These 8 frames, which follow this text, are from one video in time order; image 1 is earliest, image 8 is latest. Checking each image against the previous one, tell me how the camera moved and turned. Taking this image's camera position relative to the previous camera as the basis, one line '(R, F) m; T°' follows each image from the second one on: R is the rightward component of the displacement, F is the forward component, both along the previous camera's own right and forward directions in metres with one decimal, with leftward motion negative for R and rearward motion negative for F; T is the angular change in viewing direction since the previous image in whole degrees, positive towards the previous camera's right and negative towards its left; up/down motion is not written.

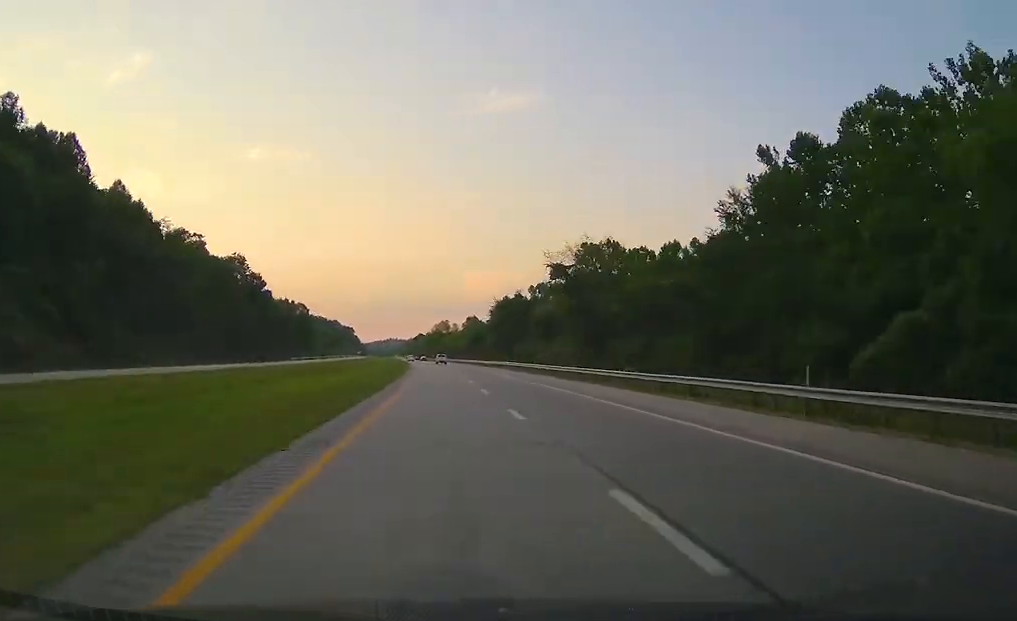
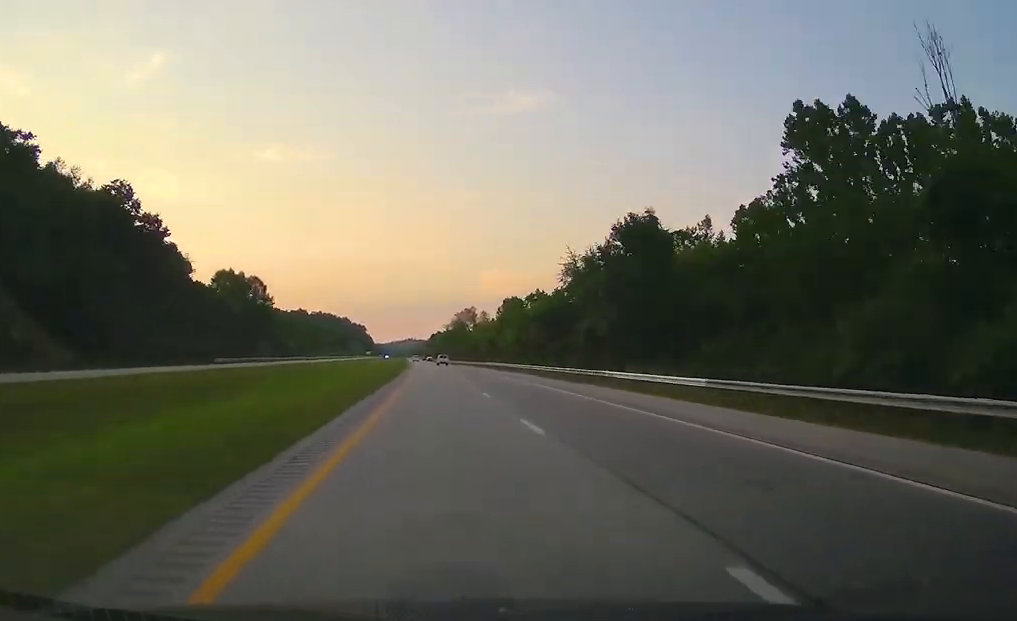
(-1.3, +75.6) m; -1°
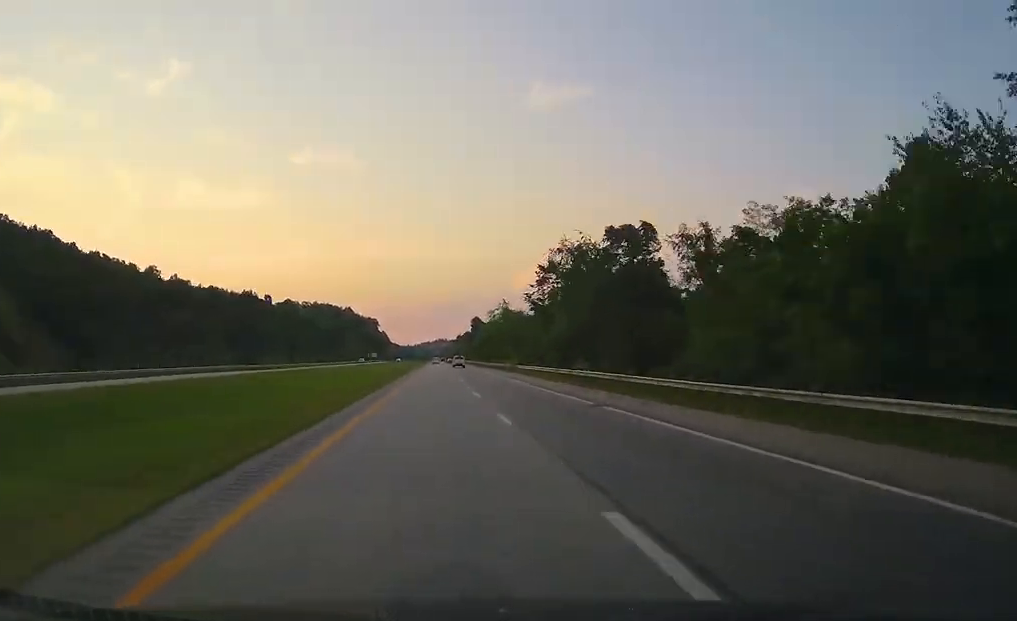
(-4.5, +202.7) m; -2°
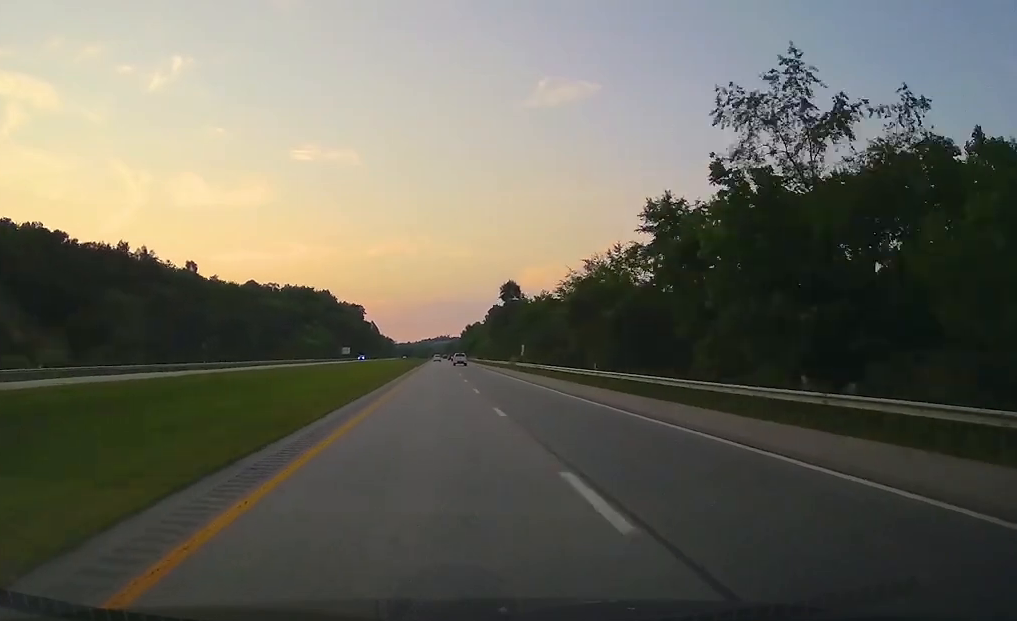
(+0.1, +117.8) m; 0°
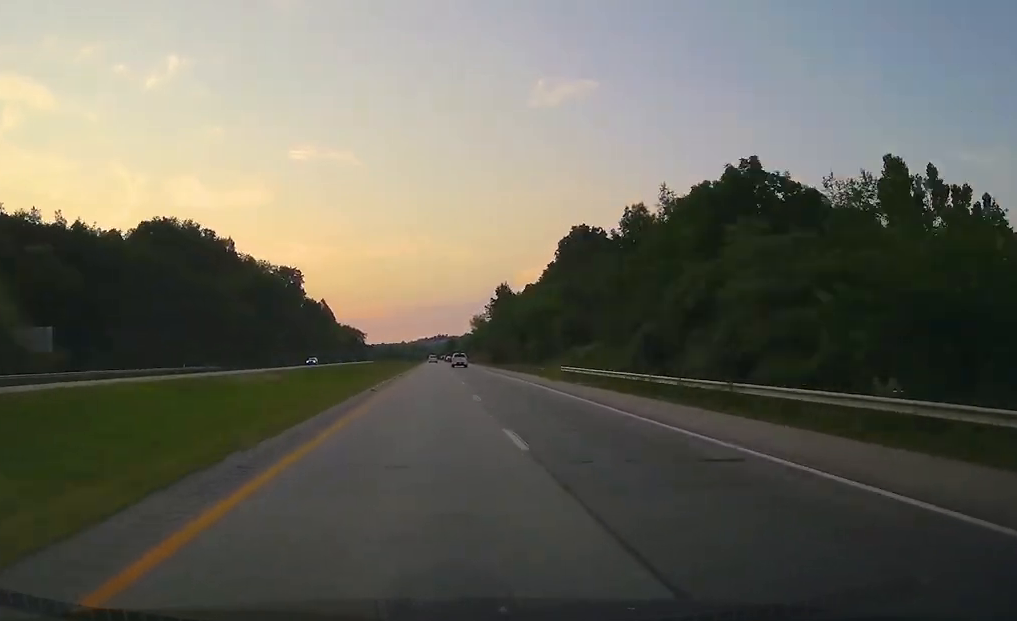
(-0.2, +194.4) m; 0°
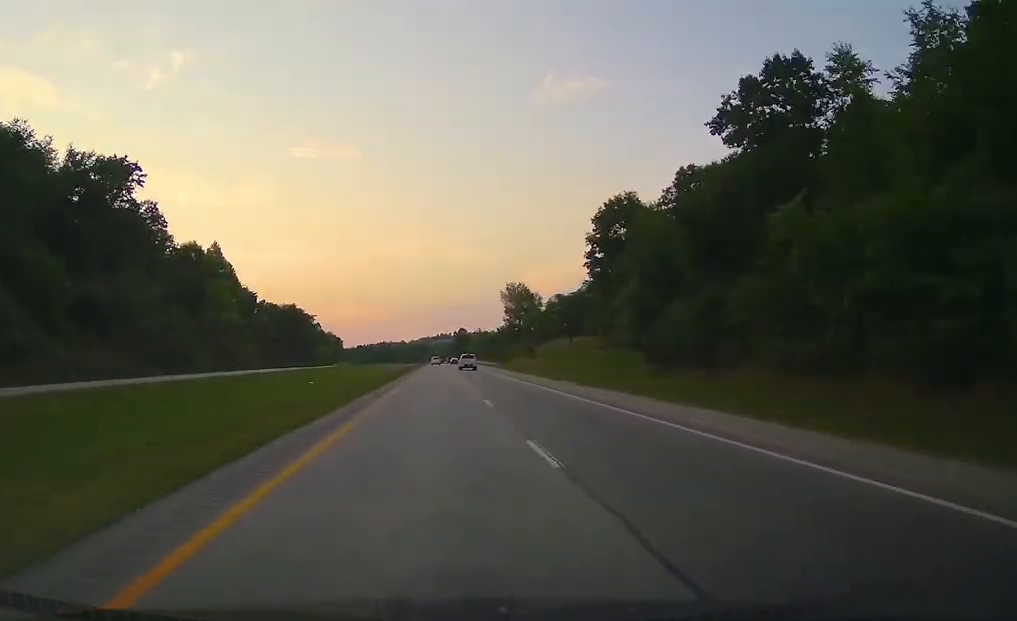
(+0.2, +139.6) m; 0°
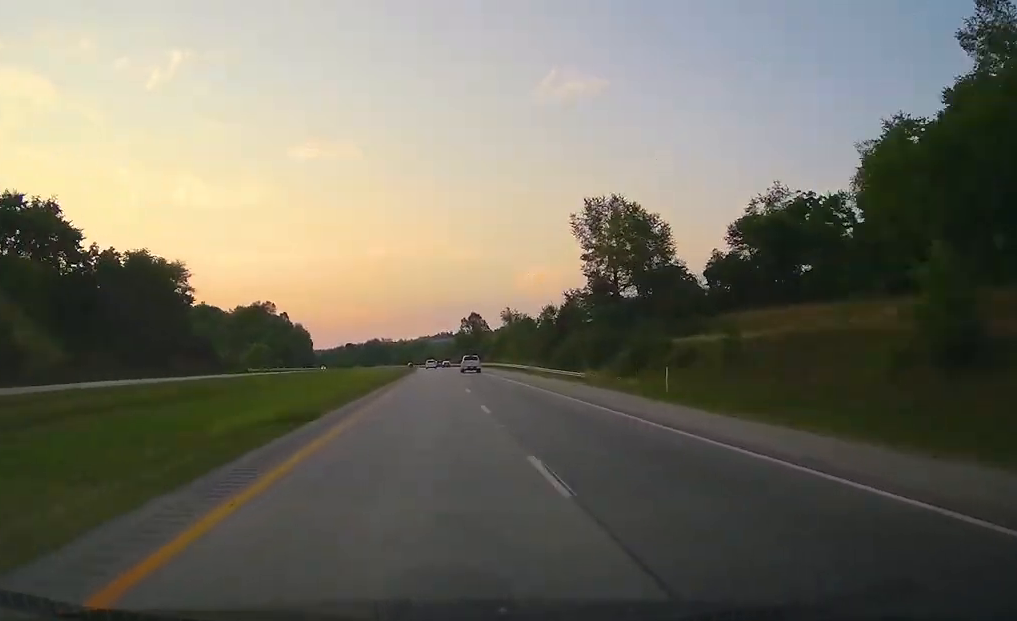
(+0.2, +91.8) m; -1°
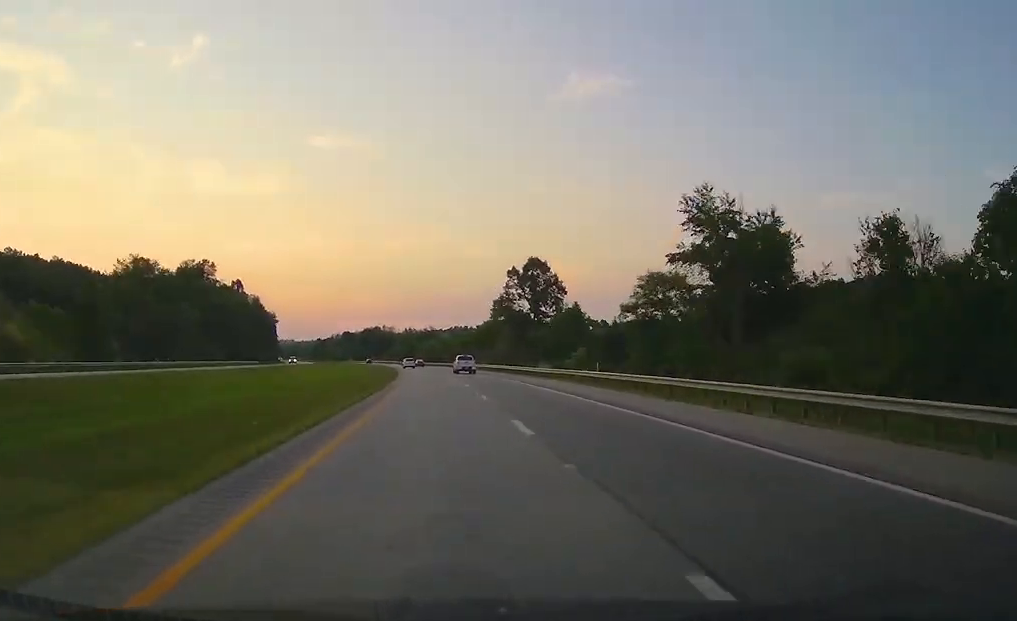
(0.0, +92.5) m; -2°
